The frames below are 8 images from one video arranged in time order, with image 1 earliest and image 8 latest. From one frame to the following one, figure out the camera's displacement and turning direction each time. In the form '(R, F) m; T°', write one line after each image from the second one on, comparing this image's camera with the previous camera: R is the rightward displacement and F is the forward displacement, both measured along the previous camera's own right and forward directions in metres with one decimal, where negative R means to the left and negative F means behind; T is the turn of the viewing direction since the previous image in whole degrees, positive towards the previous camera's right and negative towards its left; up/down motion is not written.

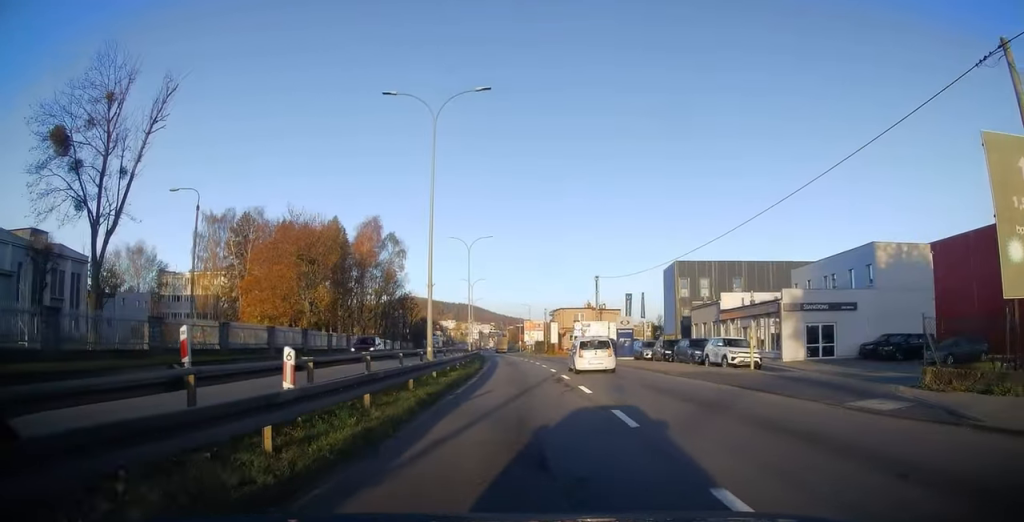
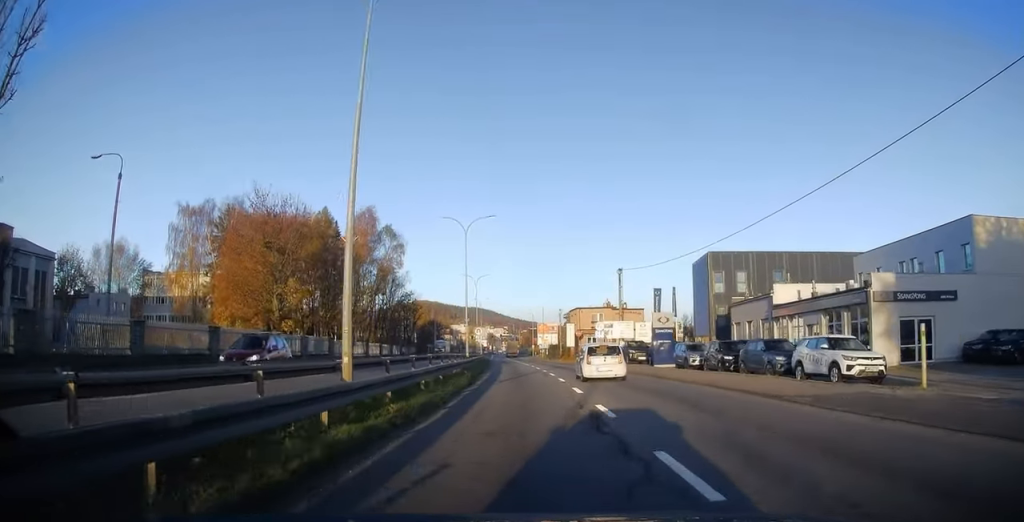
(-0.1, +10.1) m; -2°
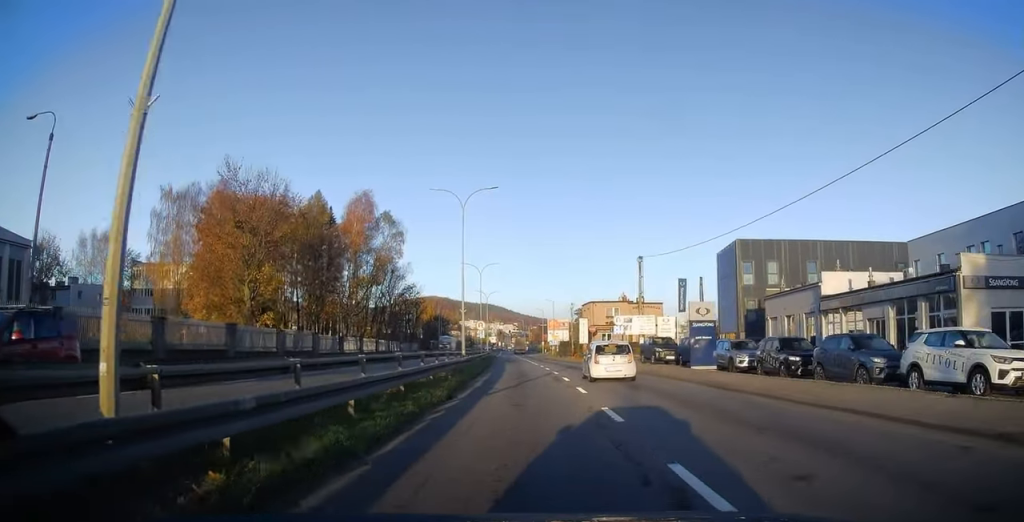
(-0.1, +6.7) m; -1°
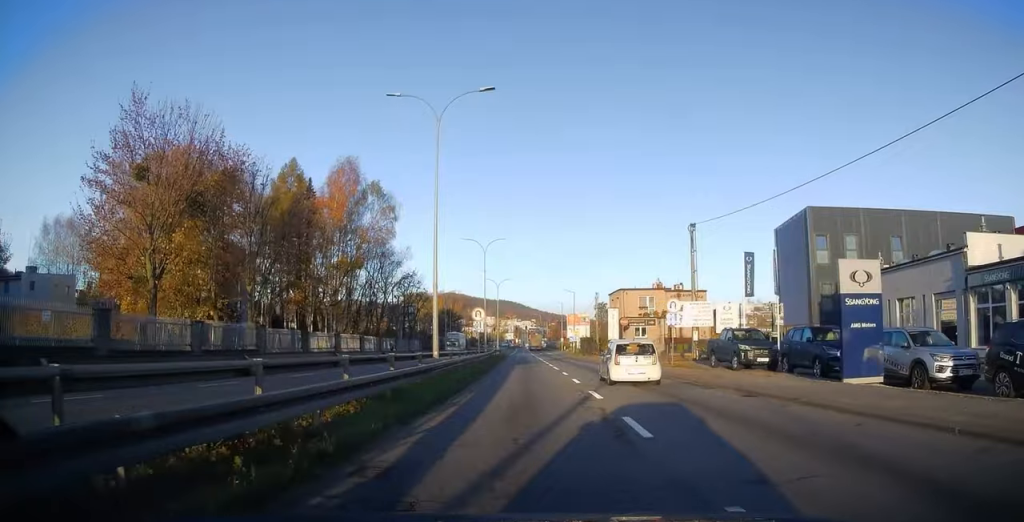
(-0.2, +13.7) m; -1°
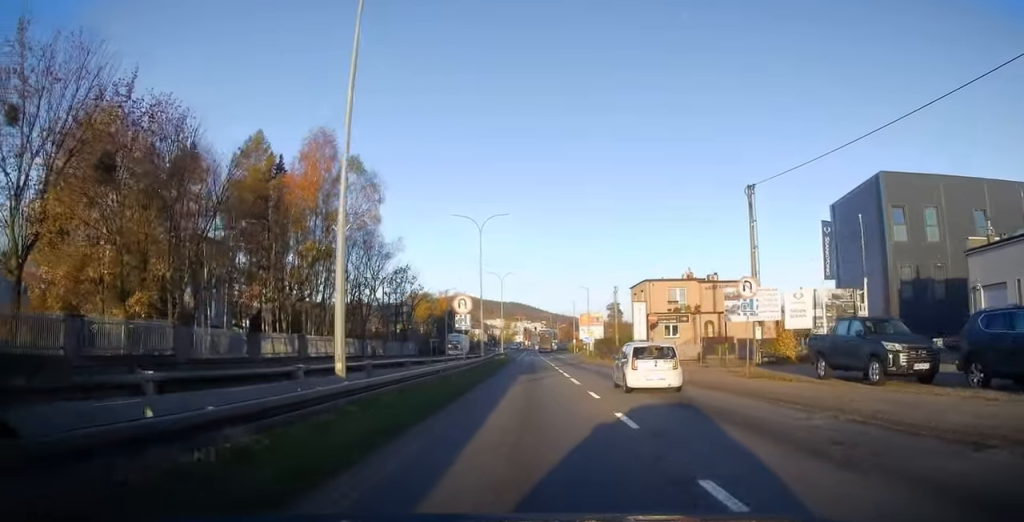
(0.0, +10.7) m; 0°
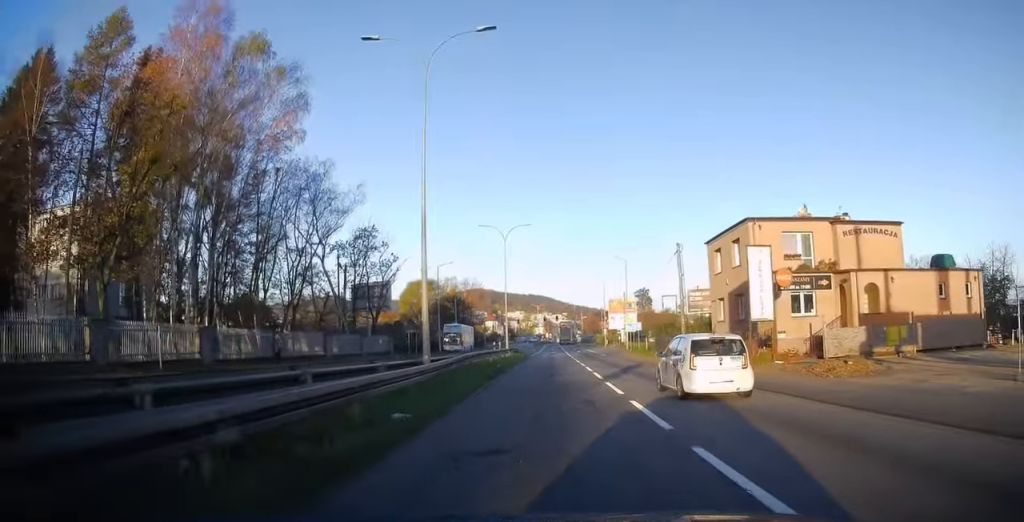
(-0.4, +24.5) m; -2°
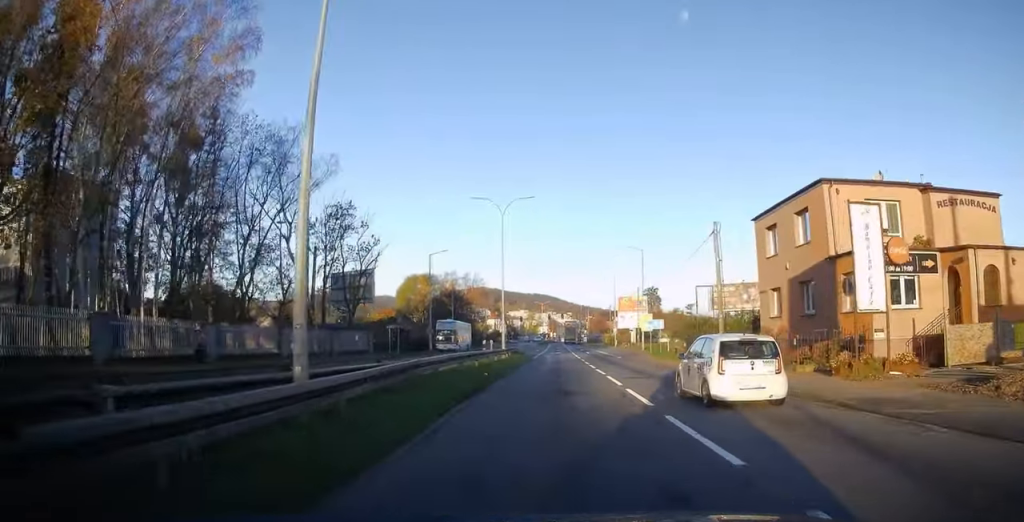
(-0.2, +8.7) m; 0°
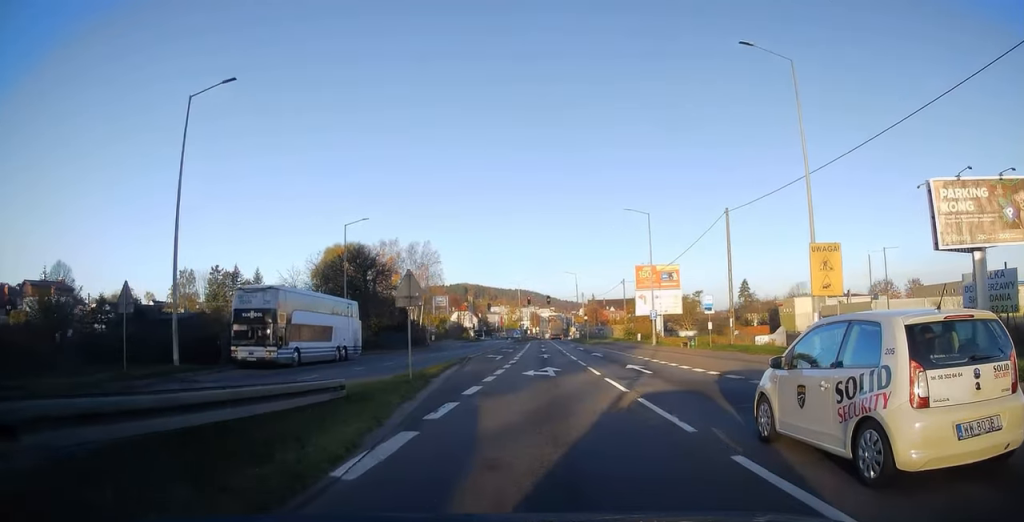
(0.0, +45.5) m; 0°
